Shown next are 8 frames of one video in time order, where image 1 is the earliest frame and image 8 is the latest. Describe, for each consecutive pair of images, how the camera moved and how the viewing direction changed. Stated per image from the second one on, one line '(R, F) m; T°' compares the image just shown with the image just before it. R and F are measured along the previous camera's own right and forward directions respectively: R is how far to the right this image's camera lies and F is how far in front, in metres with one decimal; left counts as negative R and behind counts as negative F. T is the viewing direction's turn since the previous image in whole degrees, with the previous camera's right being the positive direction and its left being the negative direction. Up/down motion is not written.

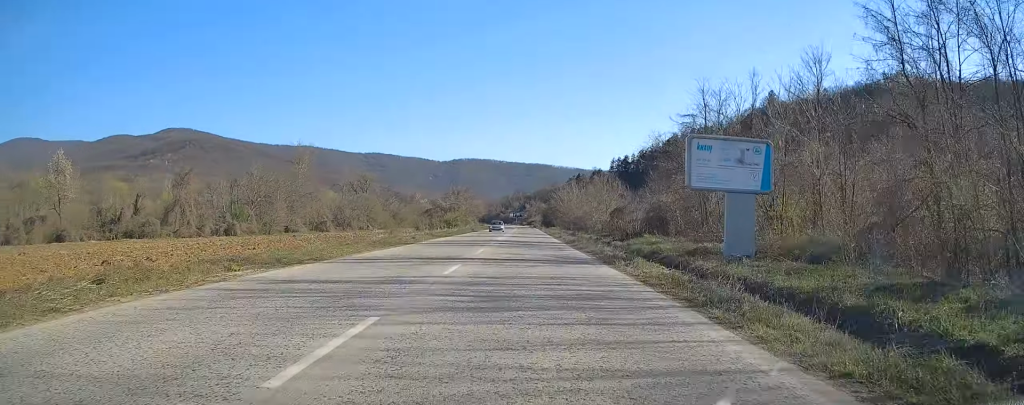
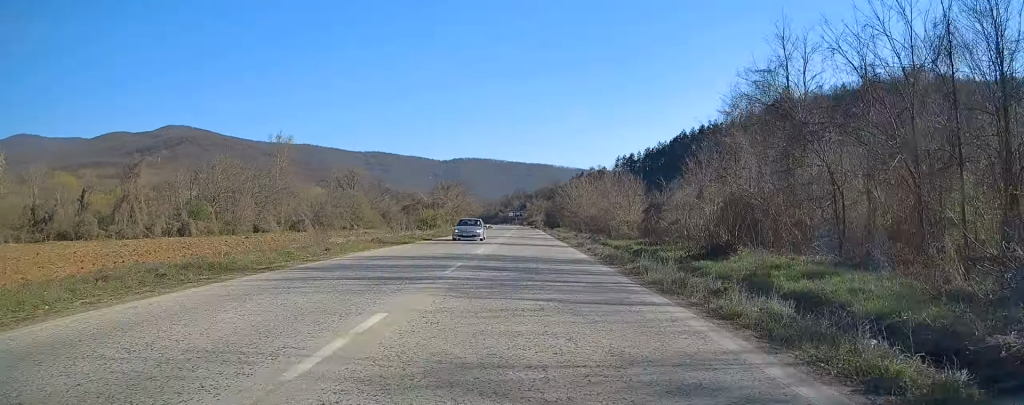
(+0.1, +17.6) m; 0°
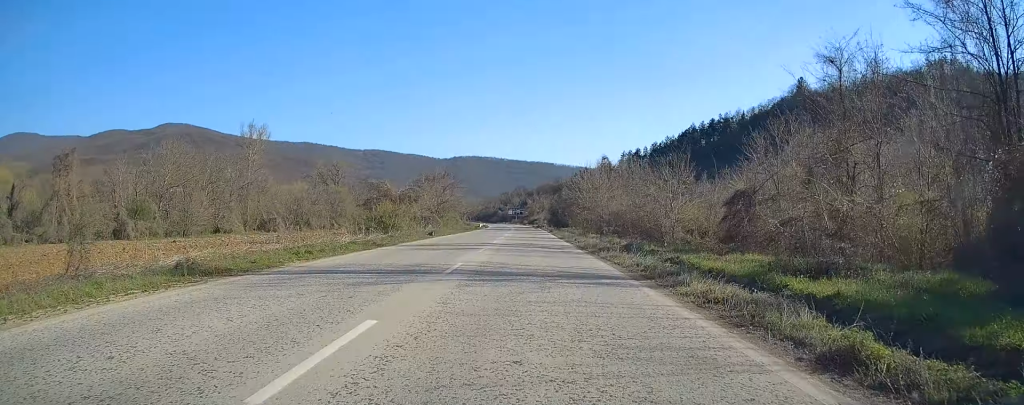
(-0.2, +18.7) m; 0°
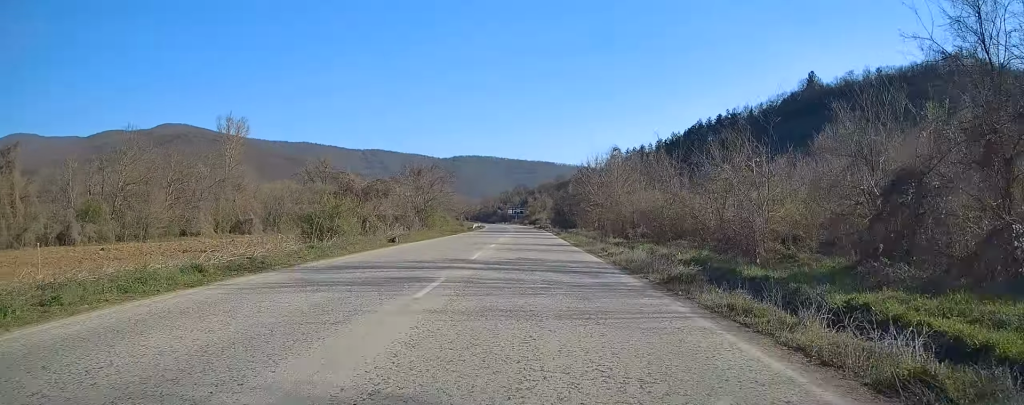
(-0.1, +12.8) m; 0°
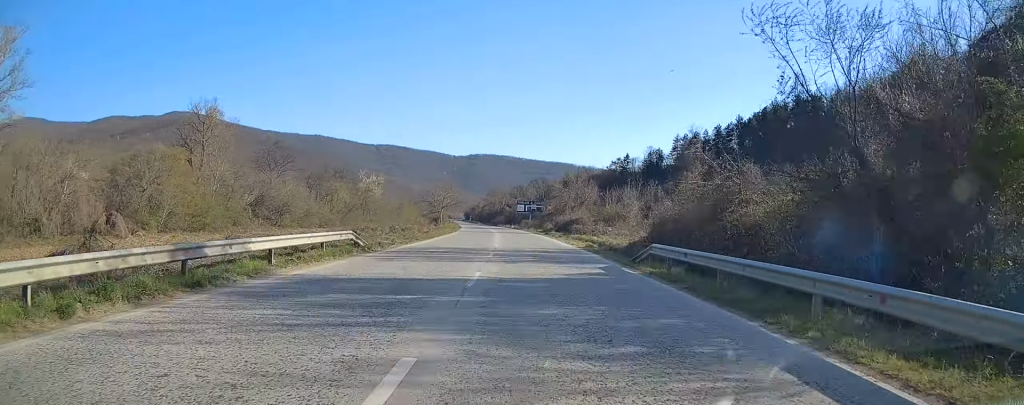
(-0.4, +78.9) m; -1°
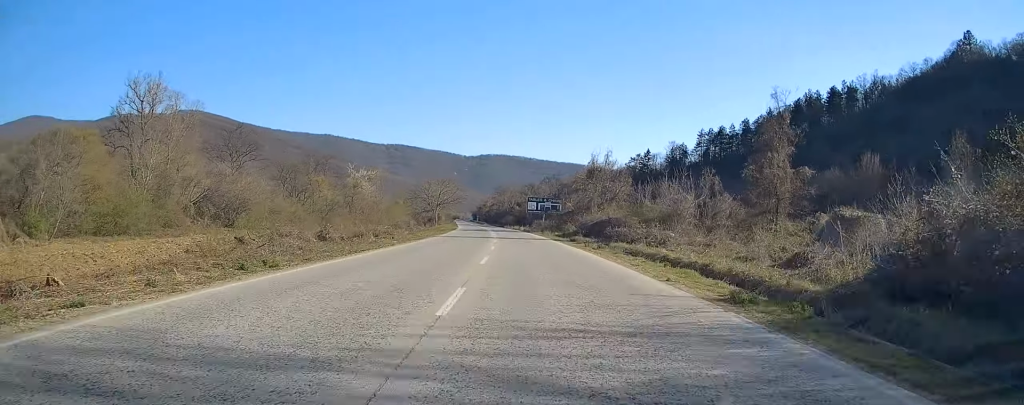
(-0.1, +21.6) m; -1°
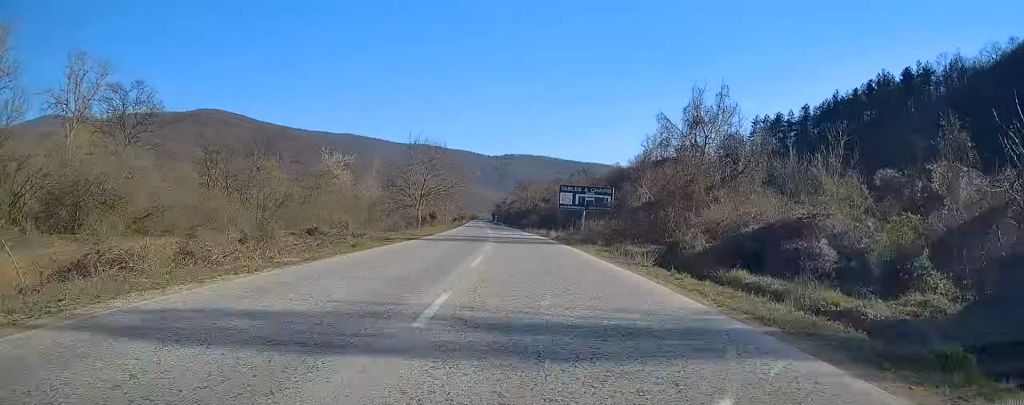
(-0.4, +36.6) m; -2°
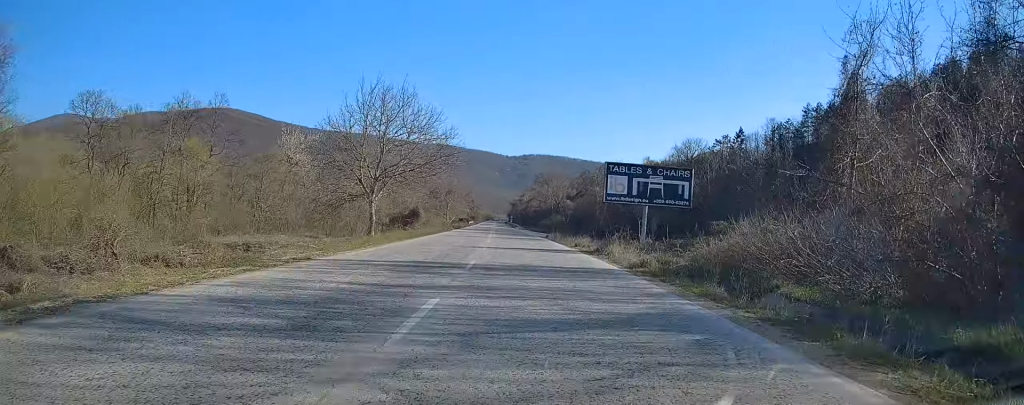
(-0.5, +28.0) m; -2°
